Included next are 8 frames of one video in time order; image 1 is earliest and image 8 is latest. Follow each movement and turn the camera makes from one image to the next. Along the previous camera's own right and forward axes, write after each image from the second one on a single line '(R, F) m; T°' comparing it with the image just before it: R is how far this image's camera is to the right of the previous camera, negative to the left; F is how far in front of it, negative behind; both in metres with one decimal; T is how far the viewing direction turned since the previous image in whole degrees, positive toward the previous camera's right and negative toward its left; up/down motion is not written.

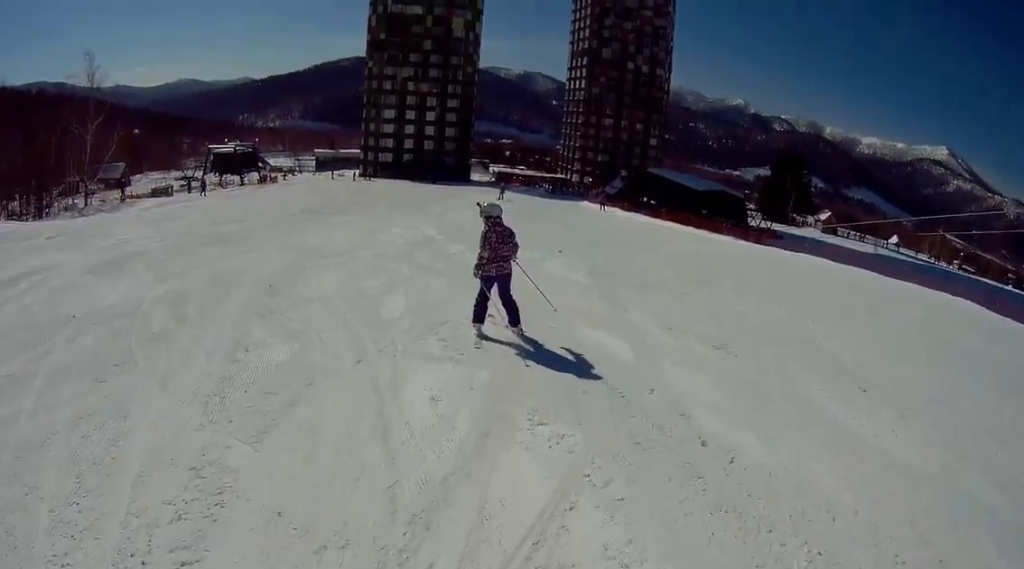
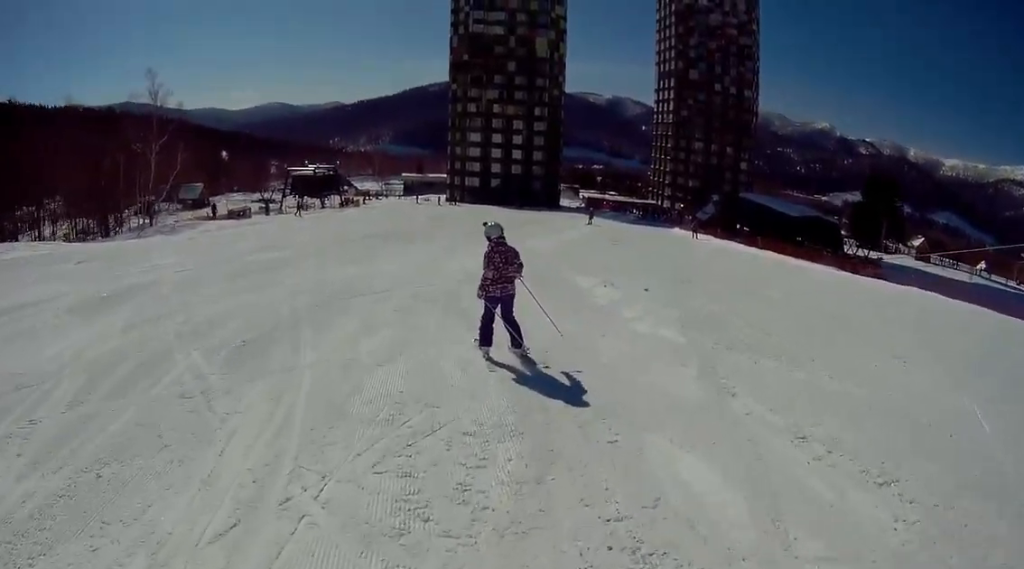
(-0.3, +2.9) m; -18°
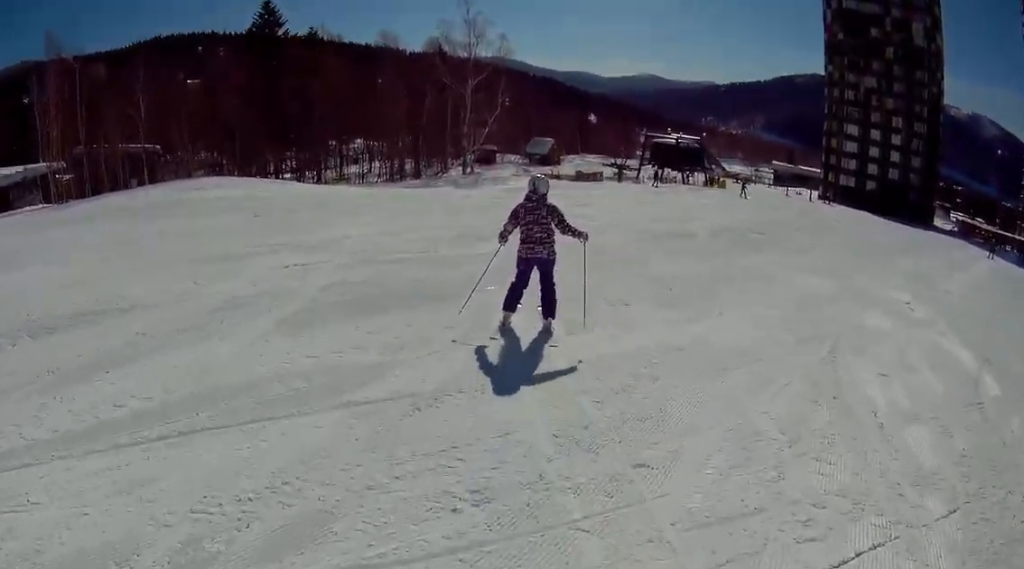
(-4.9, +9.6) m; -12°
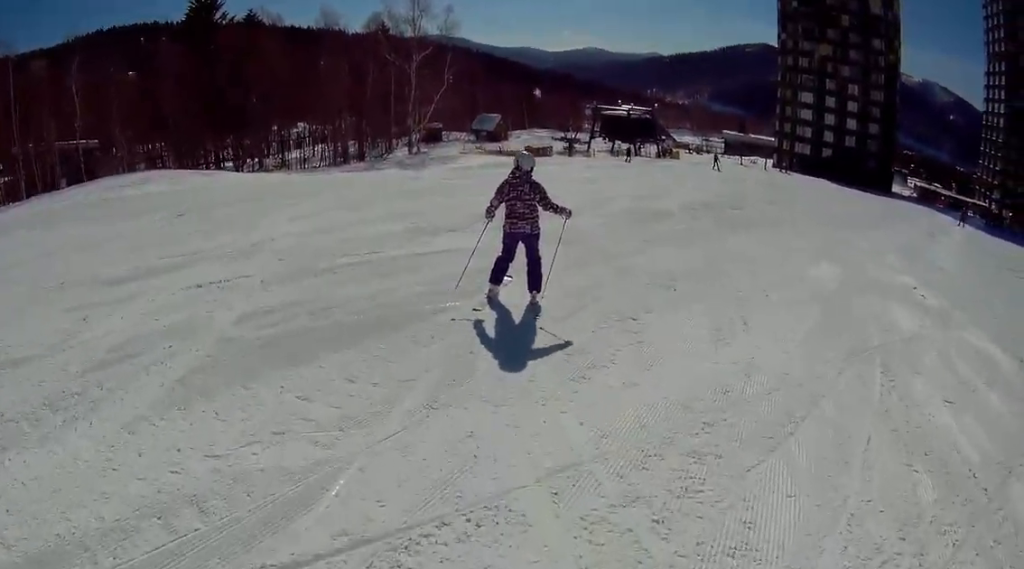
(+0.2, +1.8) m; +11°
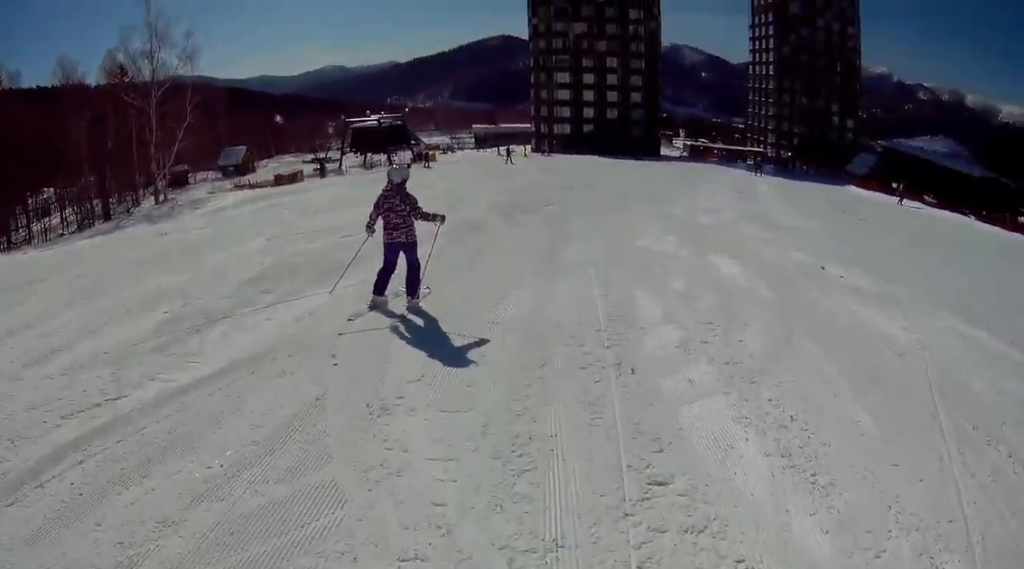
(+1.5, +3.8) m; +23°
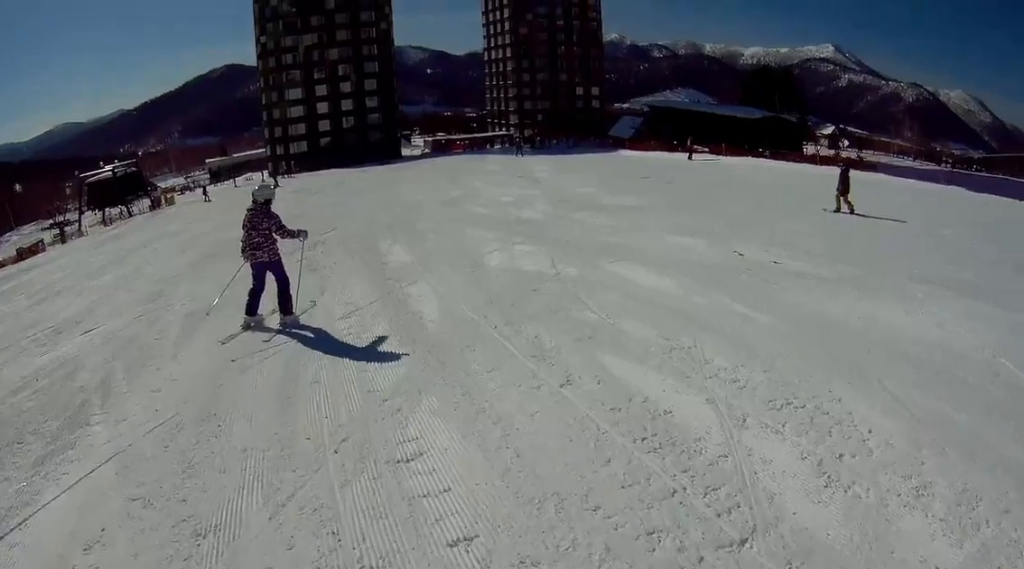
(+0.1, +3.8) m; +8°
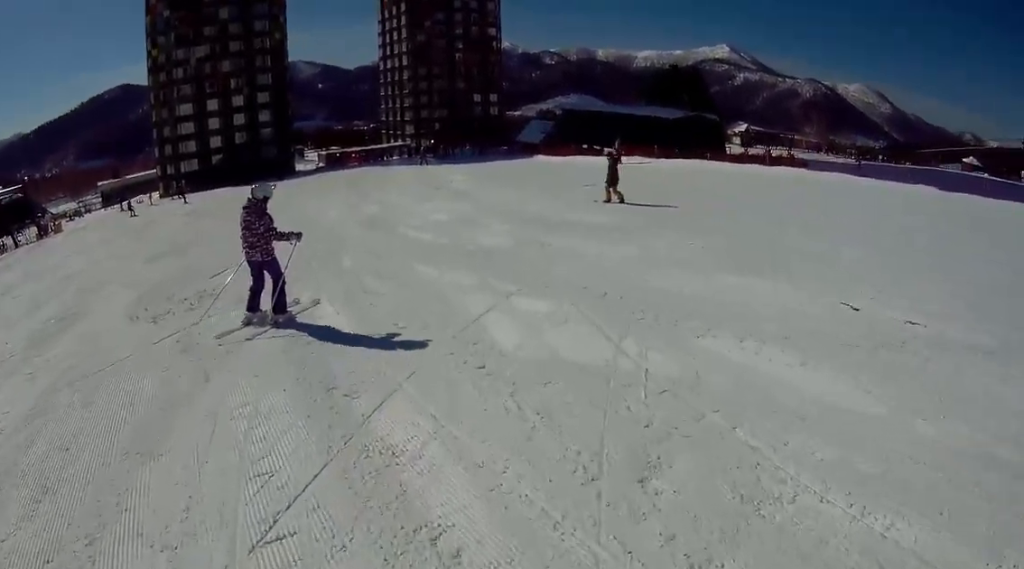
(+0.5, +4.1) m; +11°
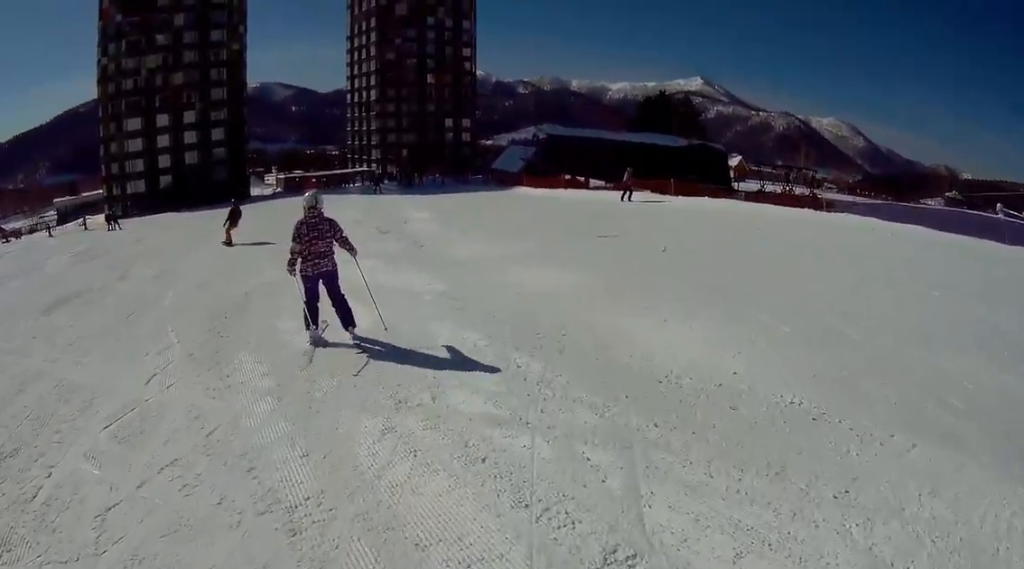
(+1.3, +7.7) m; +5°
